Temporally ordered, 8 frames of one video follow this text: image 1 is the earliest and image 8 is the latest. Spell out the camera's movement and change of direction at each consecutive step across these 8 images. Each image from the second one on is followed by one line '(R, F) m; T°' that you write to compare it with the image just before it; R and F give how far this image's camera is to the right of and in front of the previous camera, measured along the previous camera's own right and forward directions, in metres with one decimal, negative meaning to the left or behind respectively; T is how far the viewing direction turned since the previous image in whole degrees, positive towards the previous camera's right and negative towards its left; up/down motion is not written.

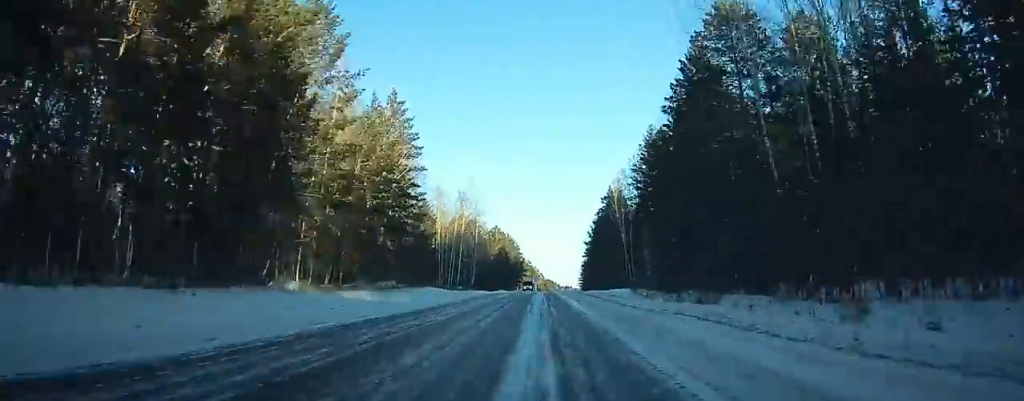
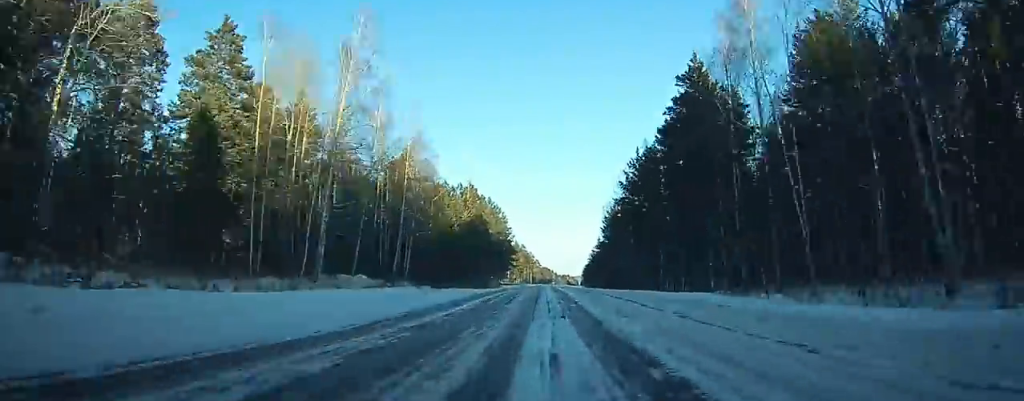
(-0.4, +73.9) m; -1°
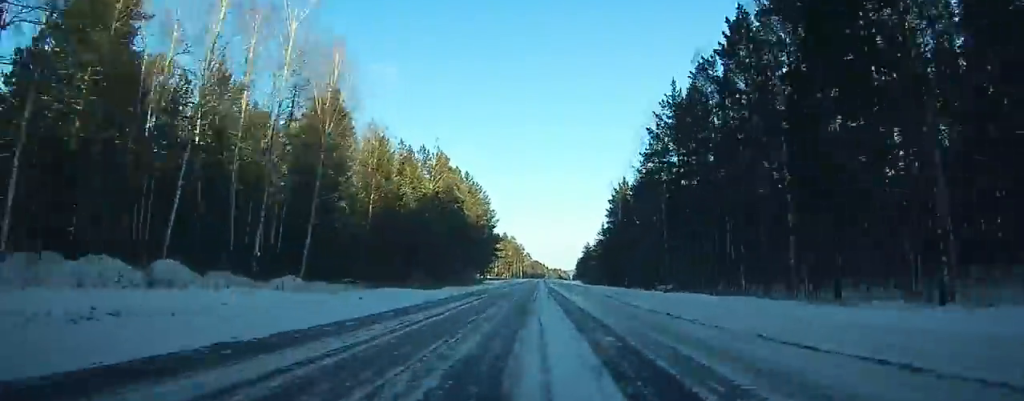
(-0.4, +33.2) m; 0°
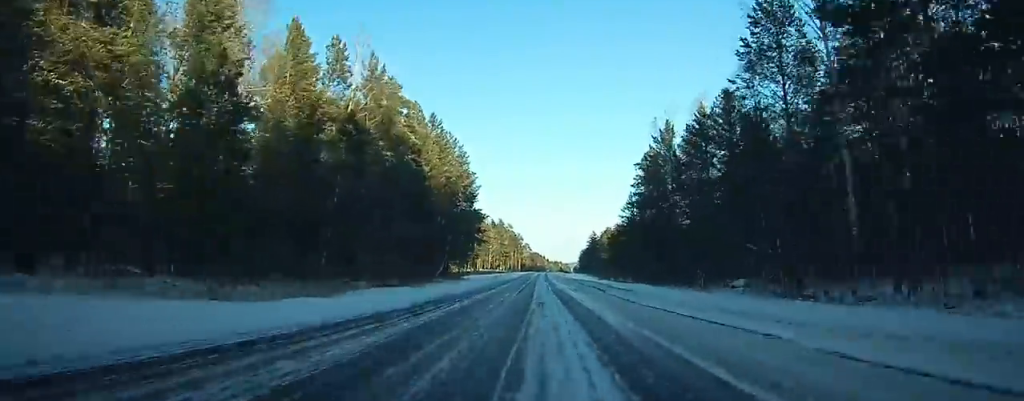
(+0.4, +43.3) m; 0°
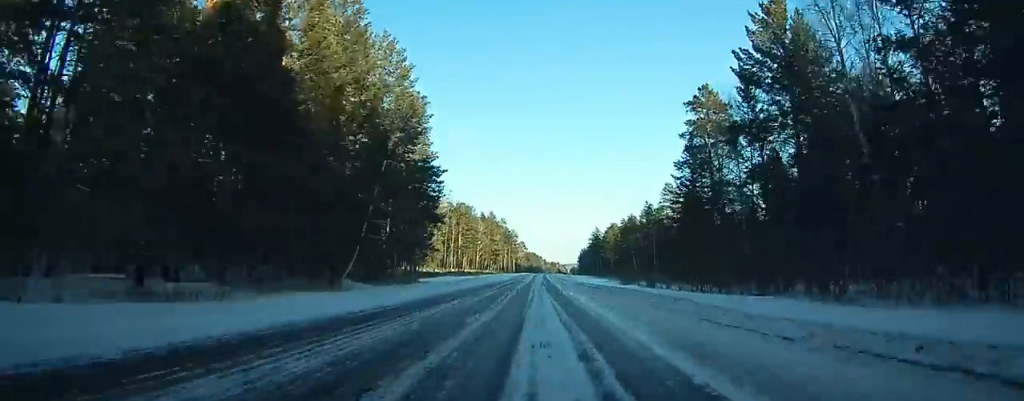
(-0.2, +41.8) m; 0°
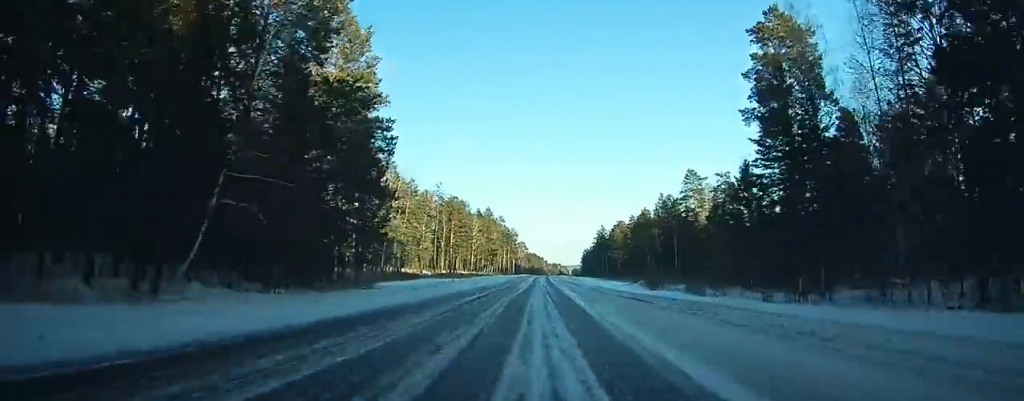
(0.0, +23.4) m; 0°
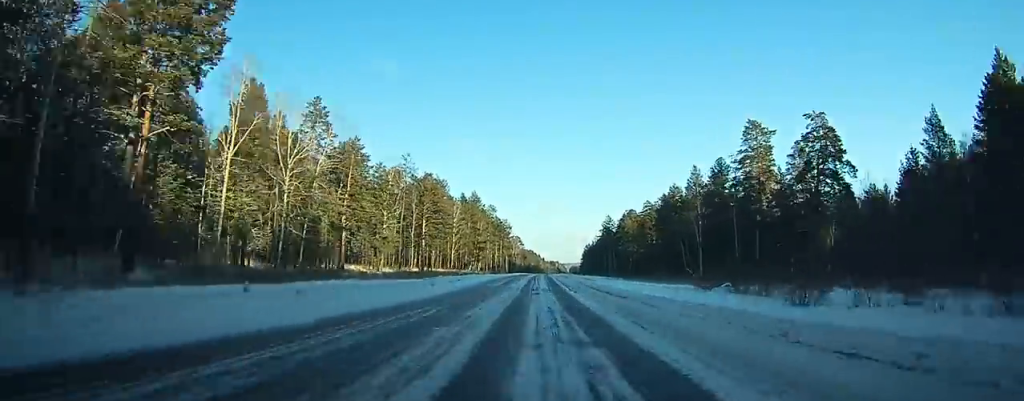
(0.0, +43.4) m; 0°
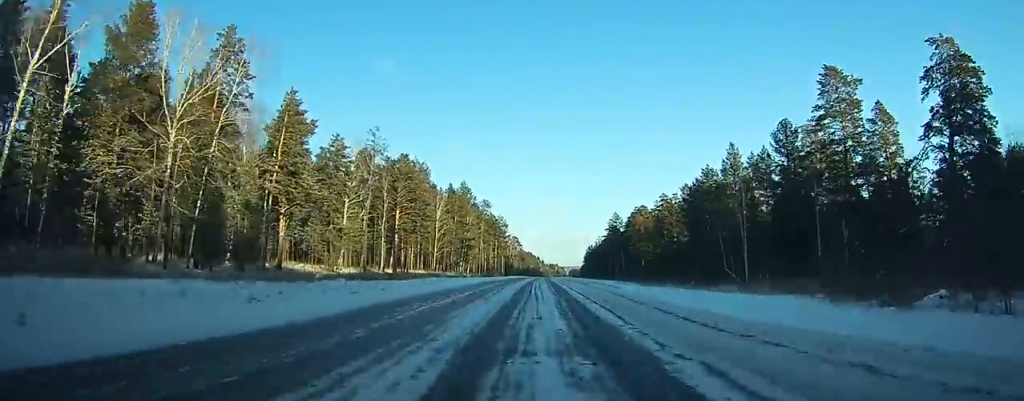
(+0.2, +28.3) m; 0°
